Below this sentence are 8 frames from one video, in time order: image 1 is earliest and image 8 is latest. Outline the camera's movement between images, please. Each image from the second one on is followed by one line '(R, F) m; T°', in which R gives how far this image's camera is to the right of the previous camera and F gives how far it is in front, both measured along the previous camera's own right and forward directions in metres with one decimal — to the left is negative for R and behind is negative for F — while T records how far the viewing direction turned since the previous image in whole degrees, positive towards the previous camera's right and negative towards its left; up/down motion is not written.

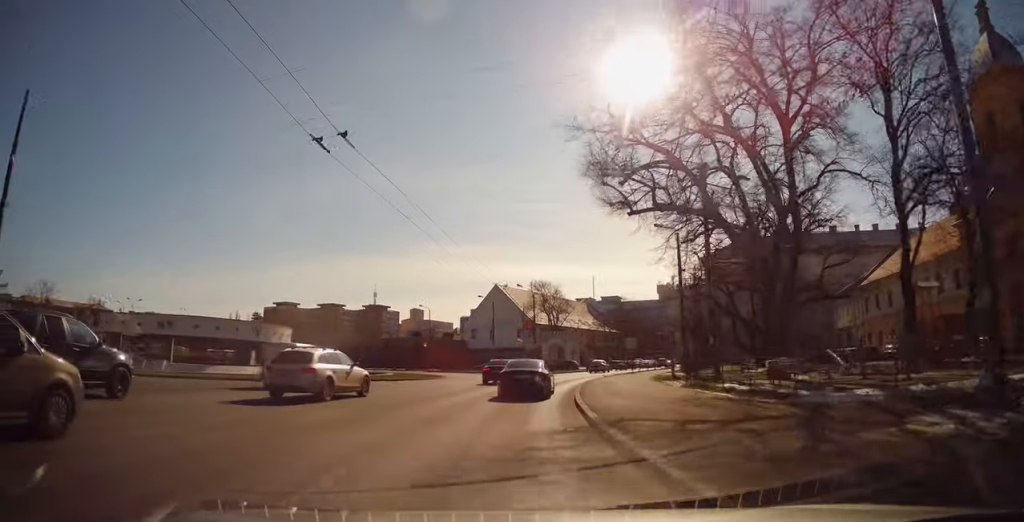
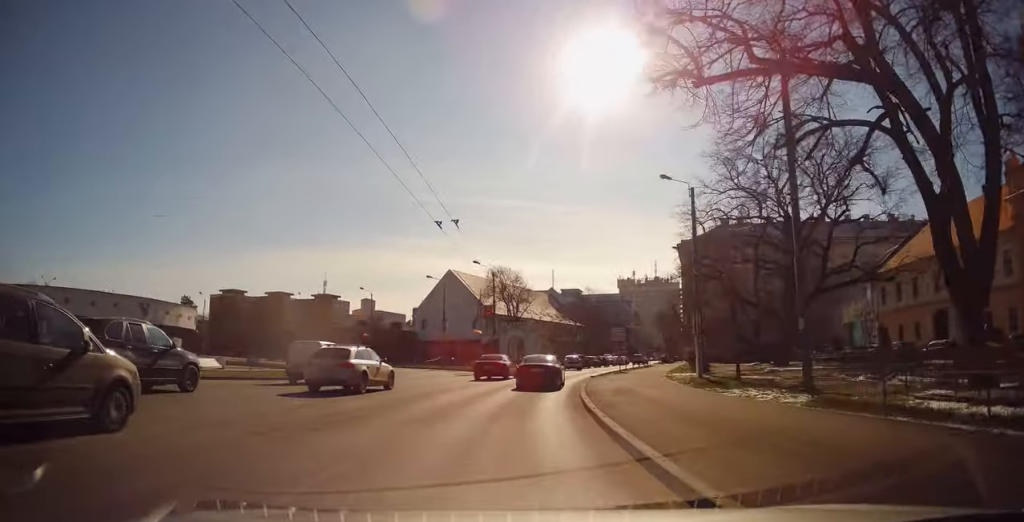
(+0.1, +10.8) m; +3°
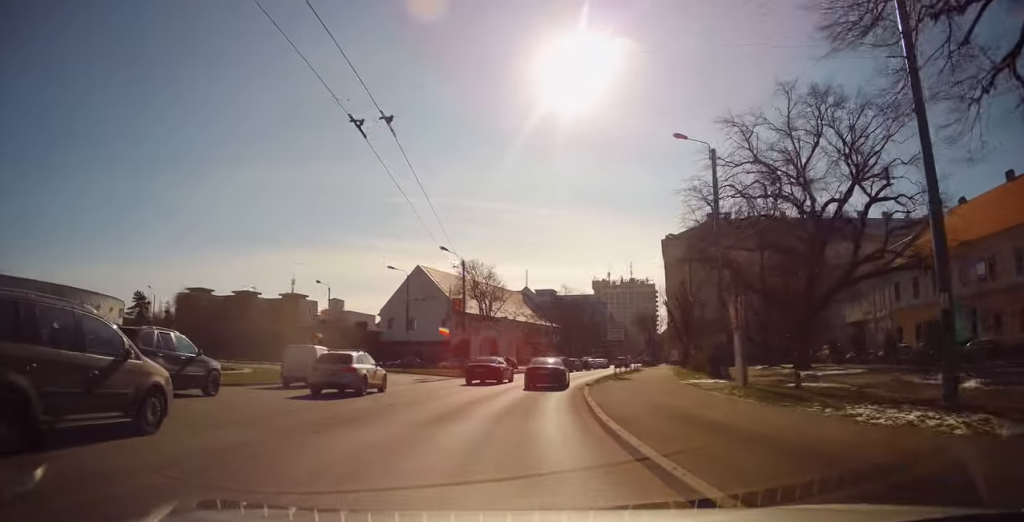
(0.0, +7.3) m; +4°
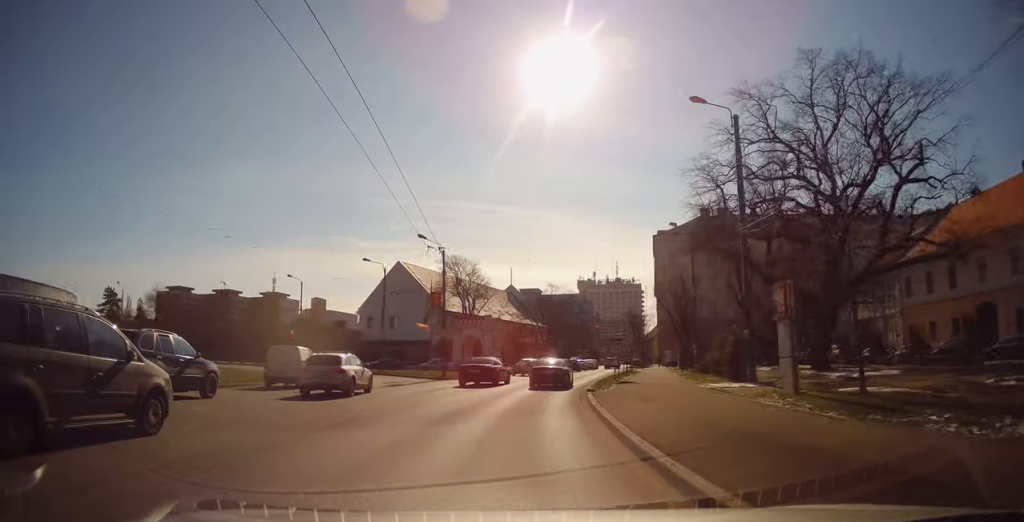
(+0.2, +4.4) m; +2°
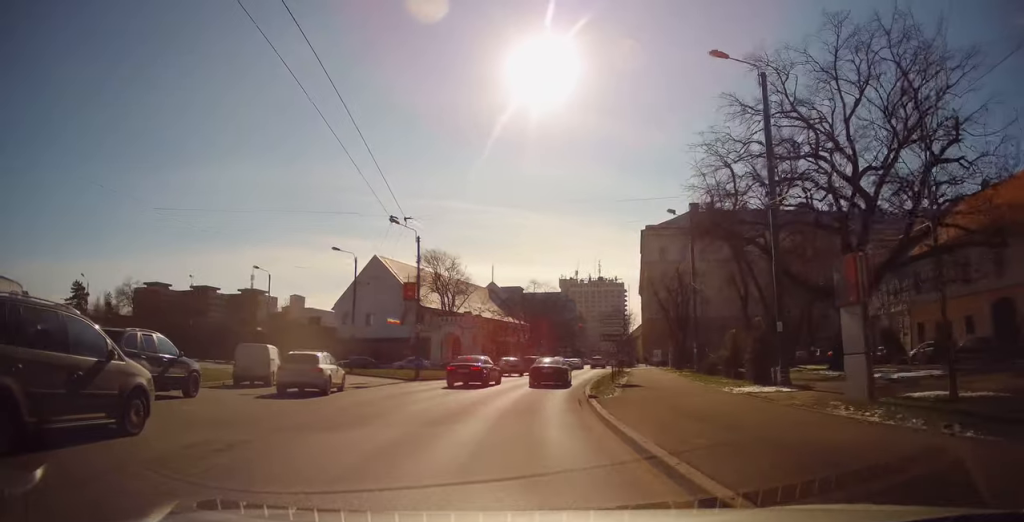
(+0.1, +3.9) m; +2°
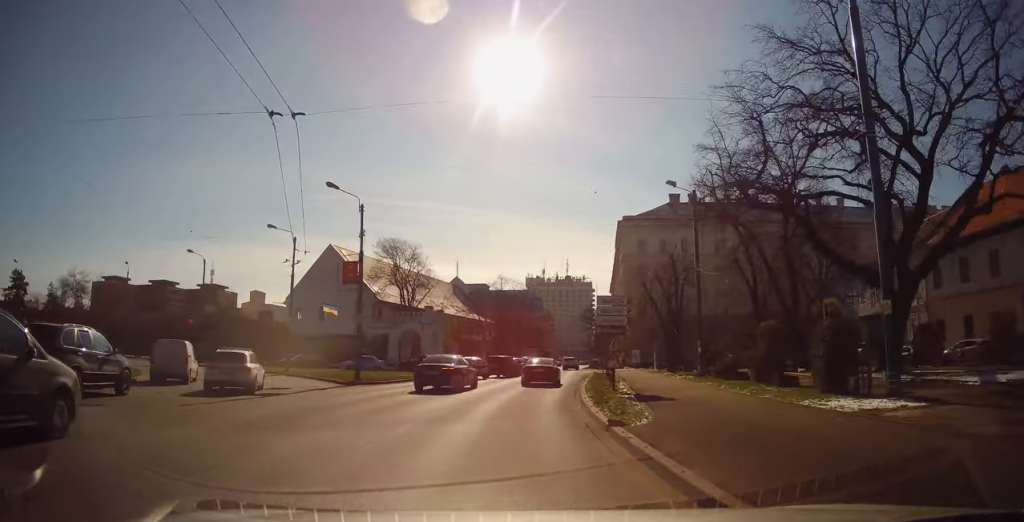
(0.0, +6.9) m; +3°
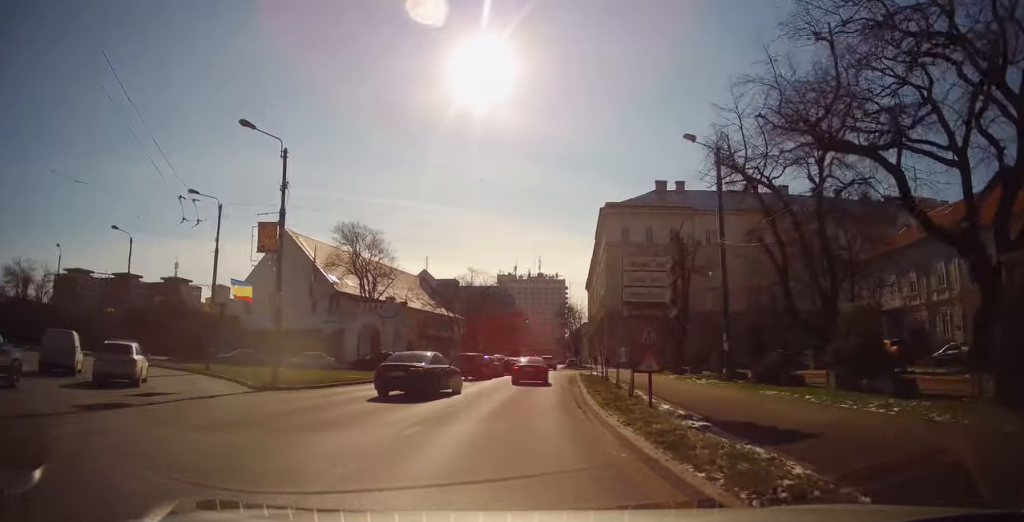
(+0.3, +7.1) m; +3°
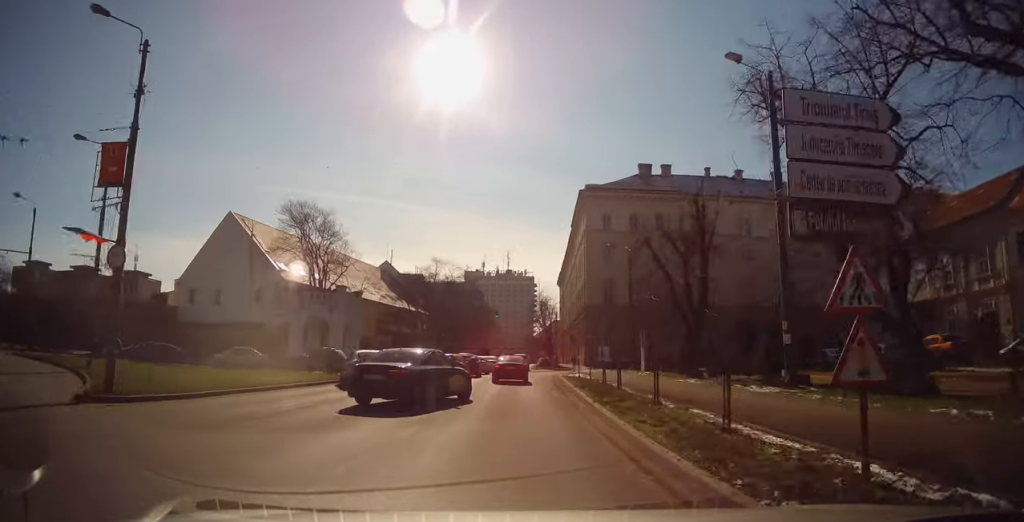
(+0.2, +7.4) m; +3°
